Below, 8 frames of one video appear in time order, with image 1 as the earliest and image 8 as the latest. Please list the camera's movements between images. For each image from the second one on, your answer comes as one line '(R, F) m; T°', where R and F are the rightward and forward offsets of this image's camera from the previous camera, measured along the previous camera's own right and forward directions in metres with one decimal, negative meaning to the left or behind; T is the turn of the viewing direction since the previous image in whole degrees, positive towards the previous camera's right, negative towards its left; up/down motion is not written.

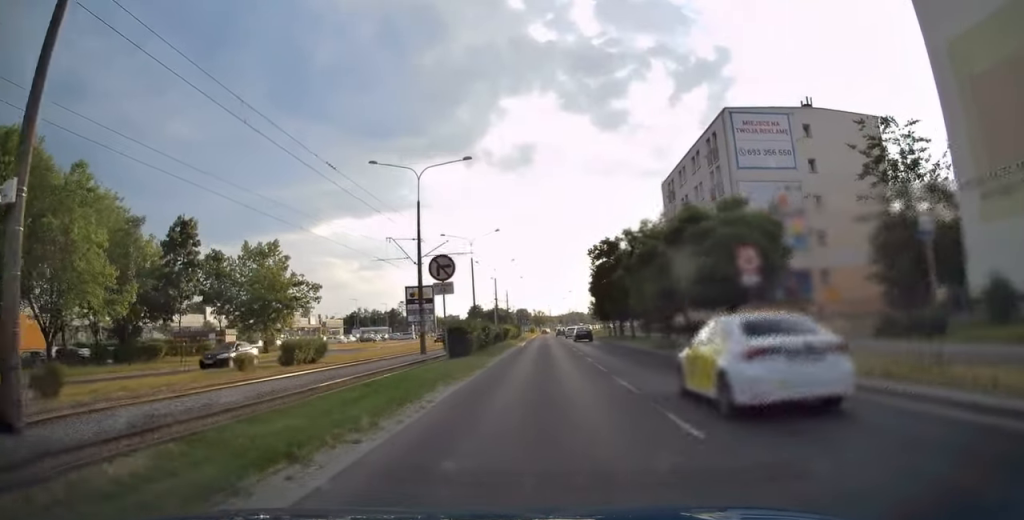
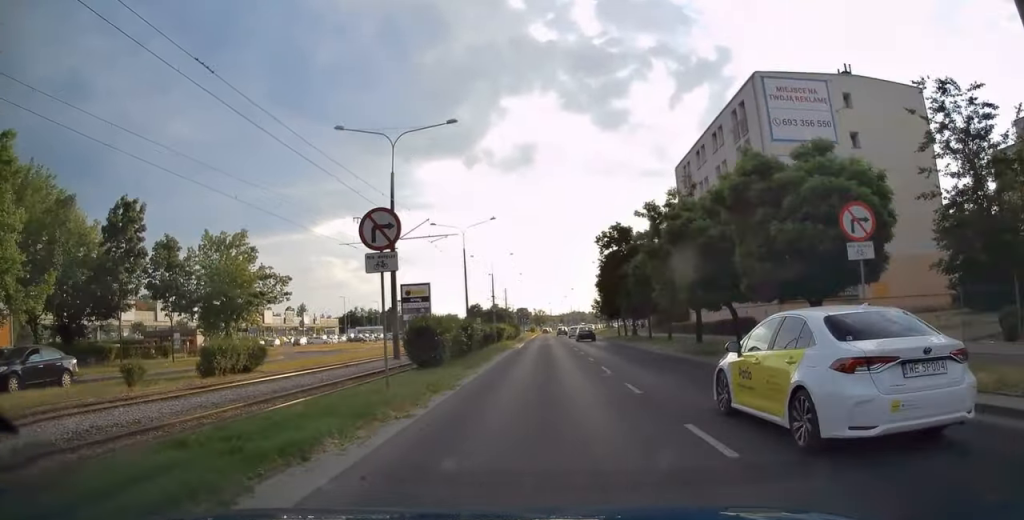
(0.0, +6.9) m; -1°
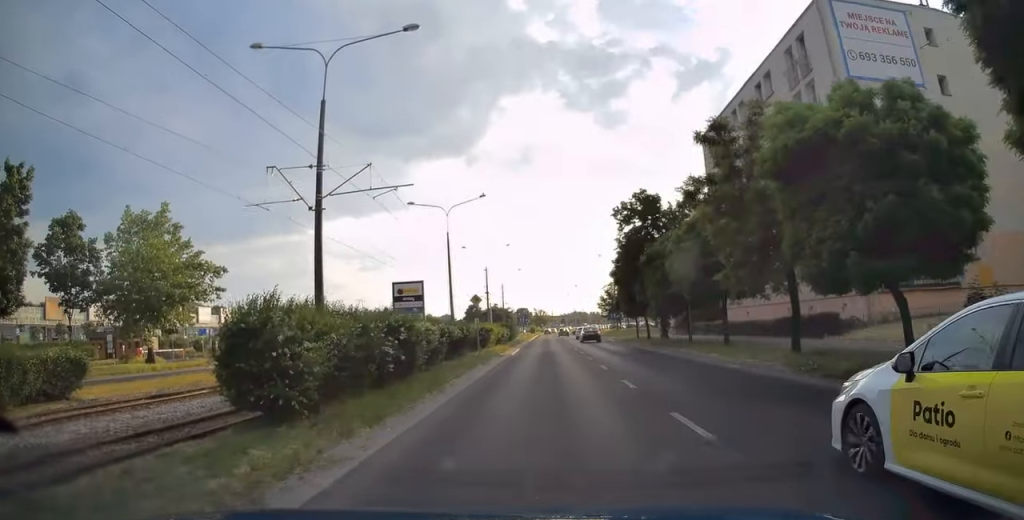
(0.0, +10.5) m; -1°
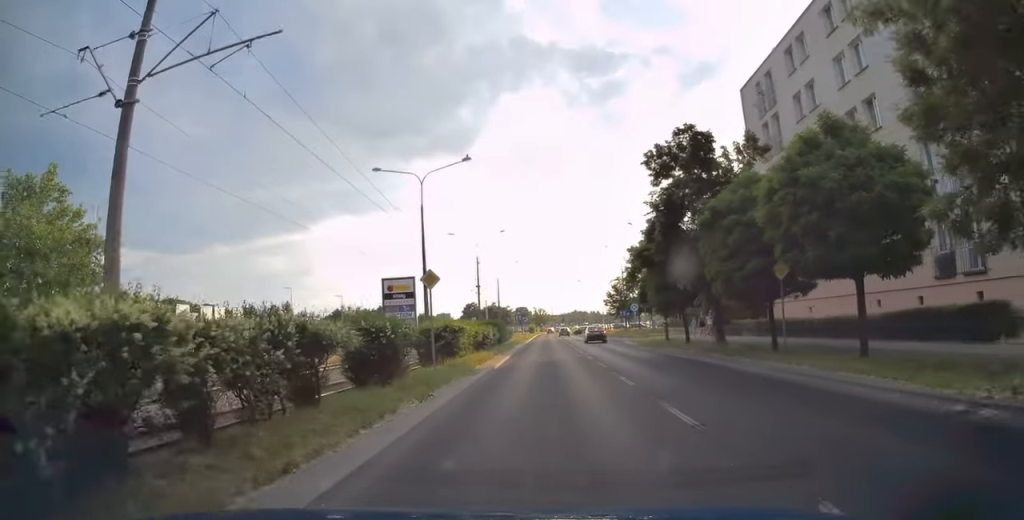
(-0.3, +10.6) m; 0°
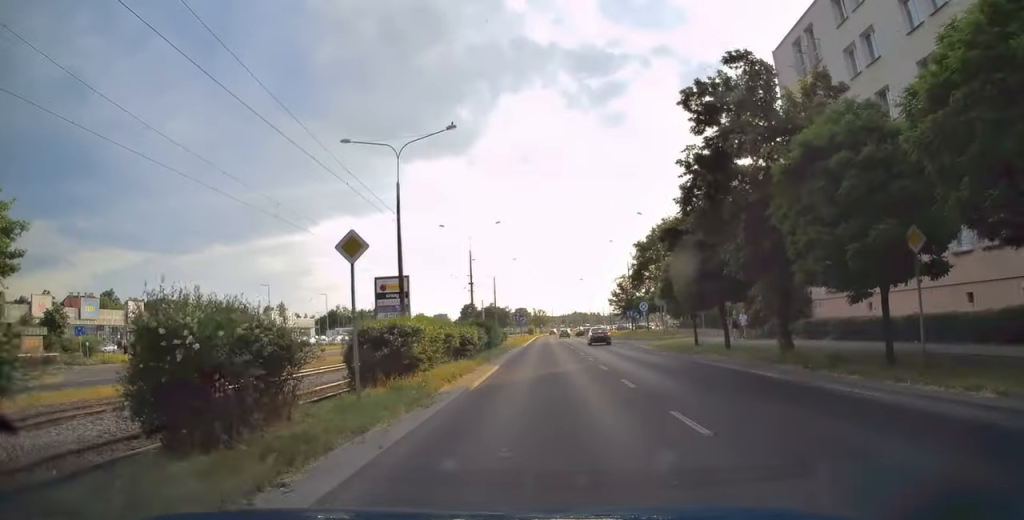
(+0.1, +6.5) m; +1°
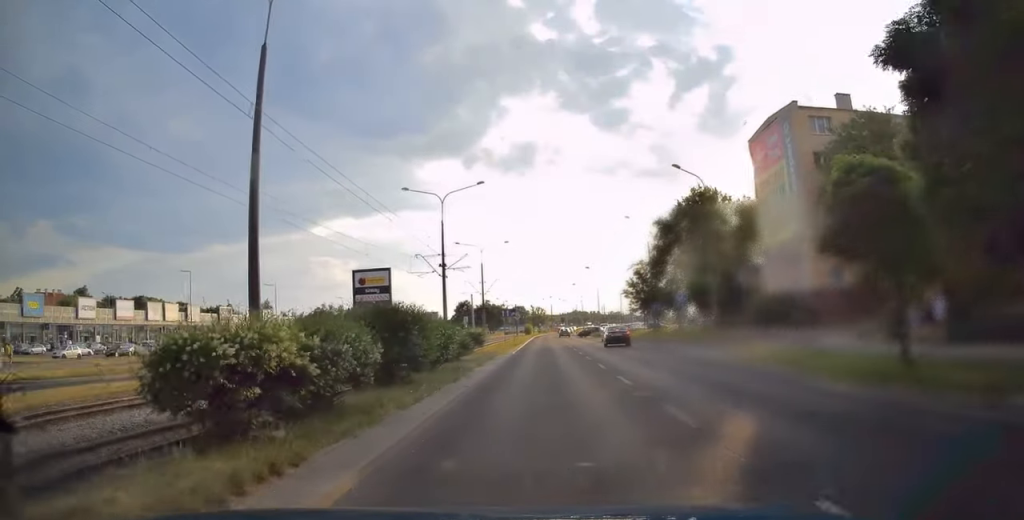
(+0.3, +16.2) m; +1°
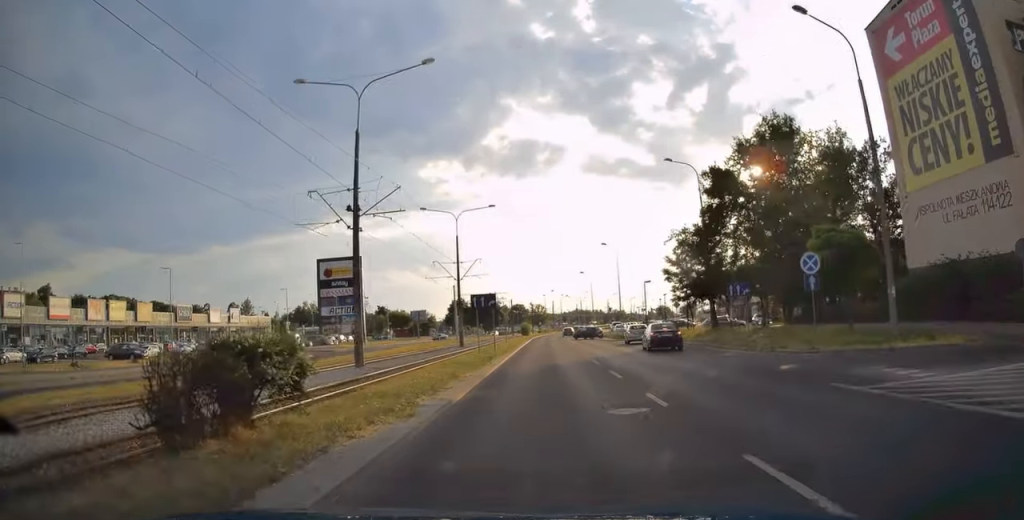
(0.0, +20.4) m; 0°
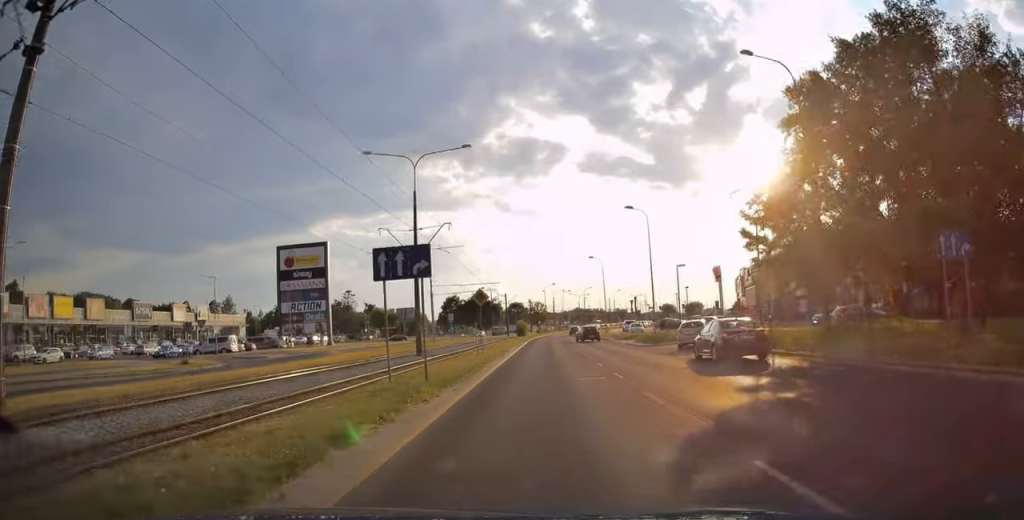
(0.0, +15.5) m; 0°
